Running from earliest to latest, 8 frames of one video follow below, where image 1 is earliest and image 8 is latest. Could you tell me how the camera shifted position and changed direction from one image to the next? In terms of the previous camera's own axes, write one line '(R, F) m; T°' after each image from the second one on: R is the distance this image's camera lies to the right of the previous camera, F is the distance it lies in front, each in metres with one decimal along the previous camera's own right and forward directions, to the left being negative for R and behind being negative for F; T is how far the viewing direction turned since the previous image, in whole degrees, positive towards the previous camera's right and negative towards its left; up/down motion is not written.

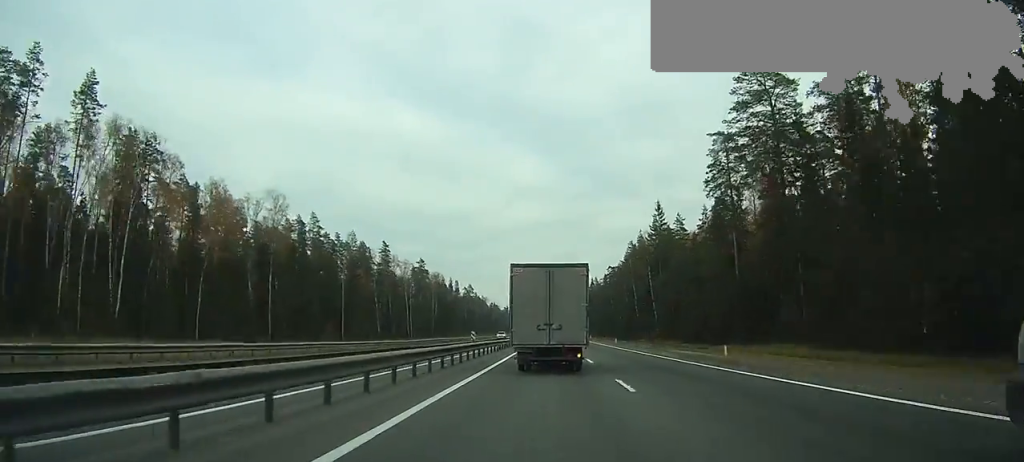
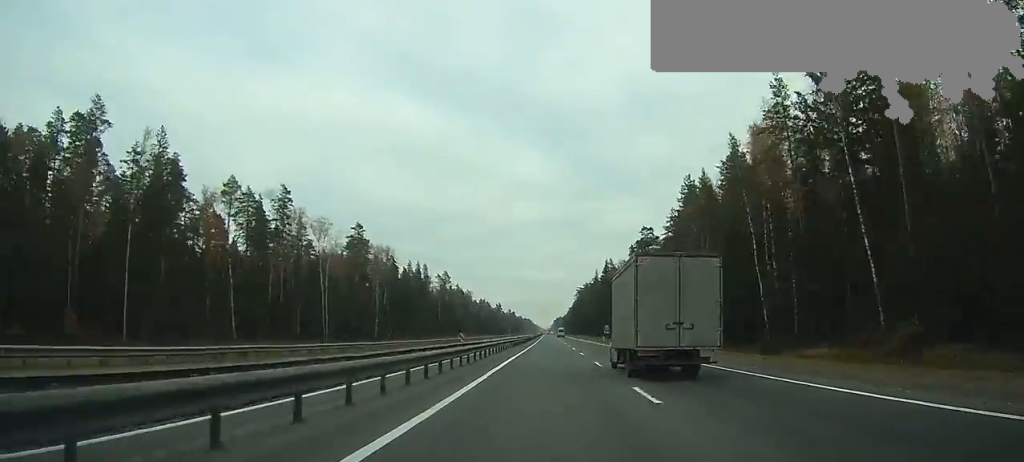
(+0.2, +80.1) m; 0°
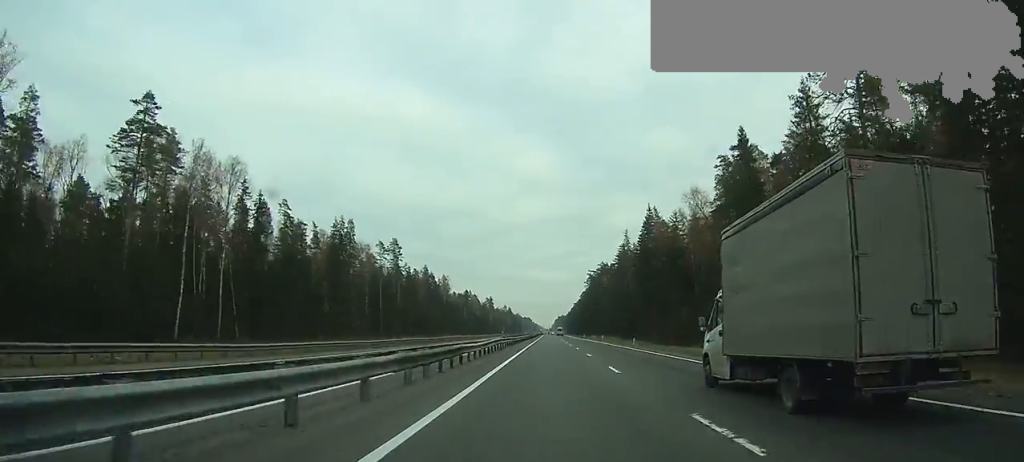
(+0.2, +95.5) m; 0°
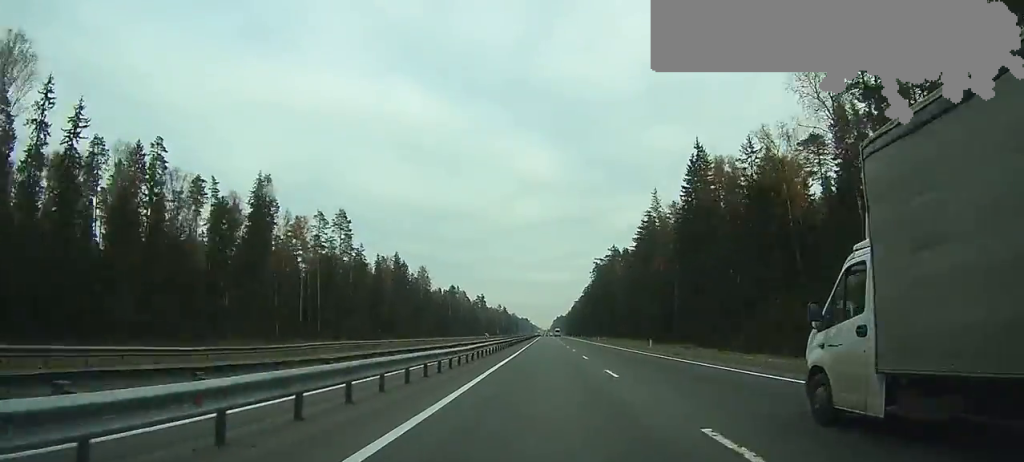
(0.0, +51.5) m; 0°
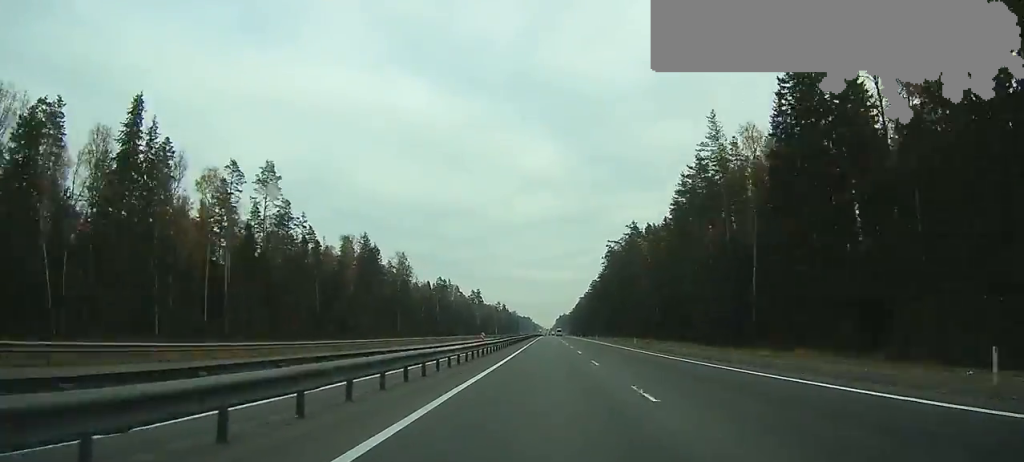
(0.0, +45.4) m; 0°
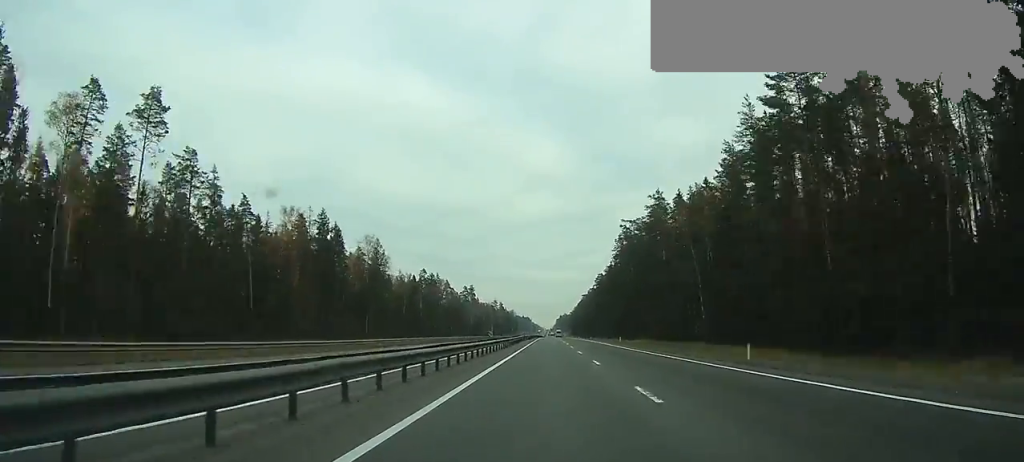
(0.0, +38.7) m; 0°
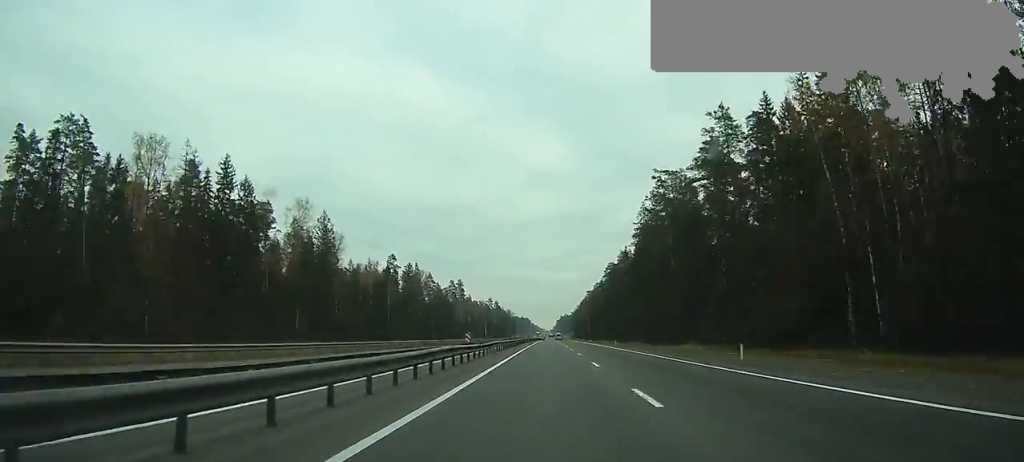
(0.0, +51.1) m; 0°
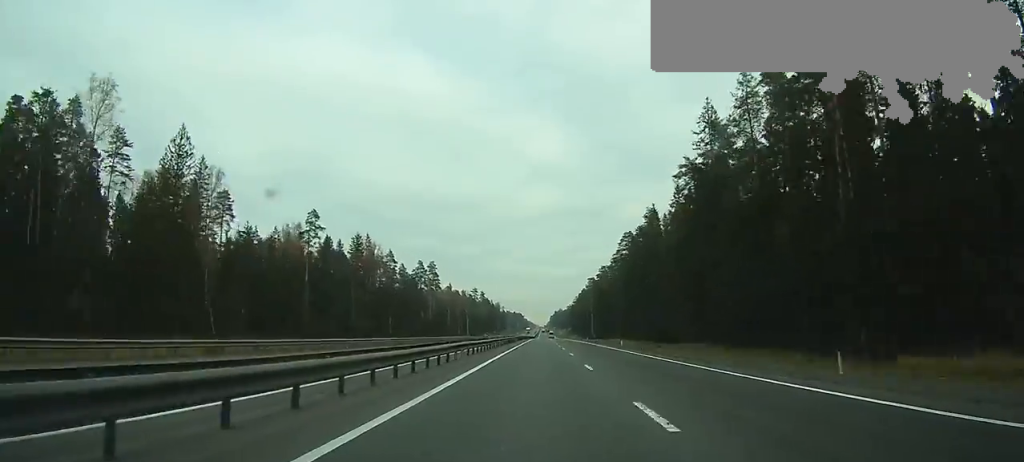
(+0.2, +64.9) m; +1°
